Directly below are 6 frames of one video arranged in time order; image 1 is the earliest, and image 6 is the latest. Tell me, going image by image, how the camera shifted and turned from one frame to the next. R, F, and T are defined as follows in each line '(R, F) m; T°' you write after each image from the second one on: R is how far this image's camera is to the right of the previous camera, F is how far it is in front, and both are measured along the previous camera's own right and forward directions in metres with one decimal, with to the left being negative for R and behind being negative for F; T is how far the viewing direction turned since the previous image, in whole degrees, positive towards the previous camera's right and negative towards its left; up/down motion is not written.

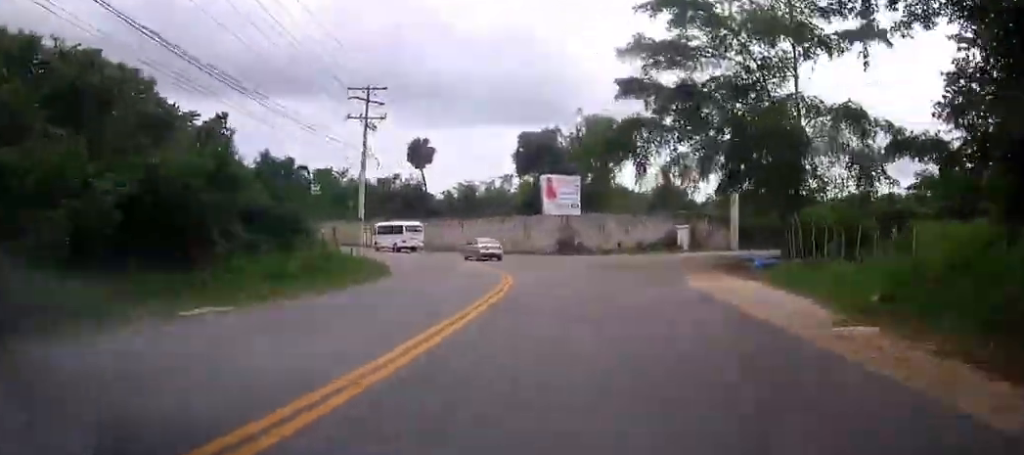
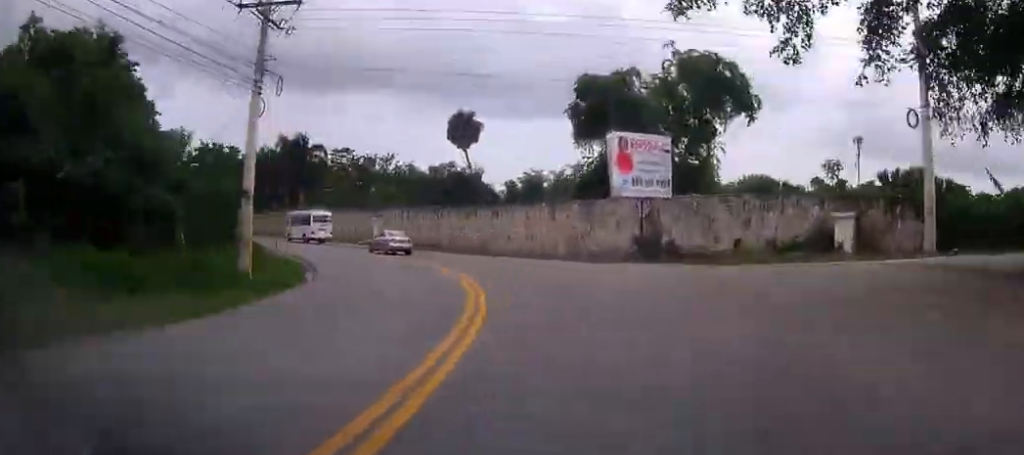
(+1.4, +34.6) m; -1°
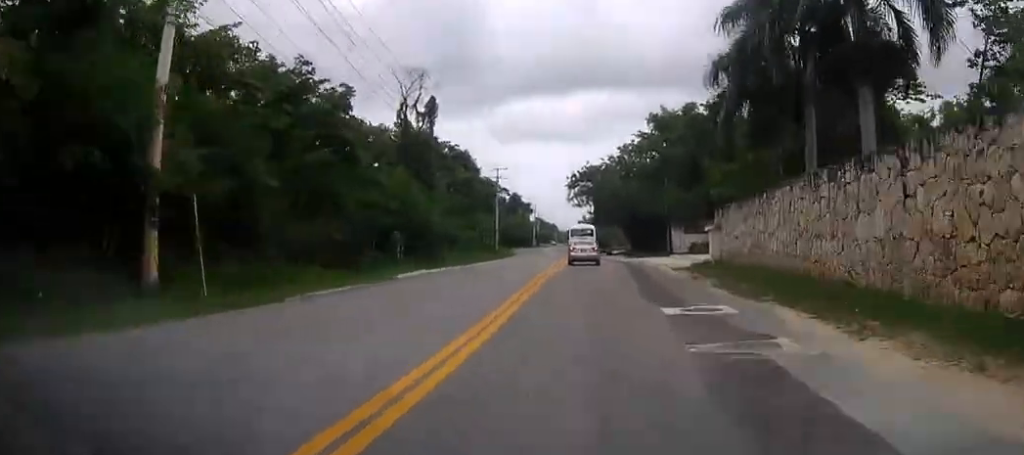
(-23.0, +80.2) m; -35°
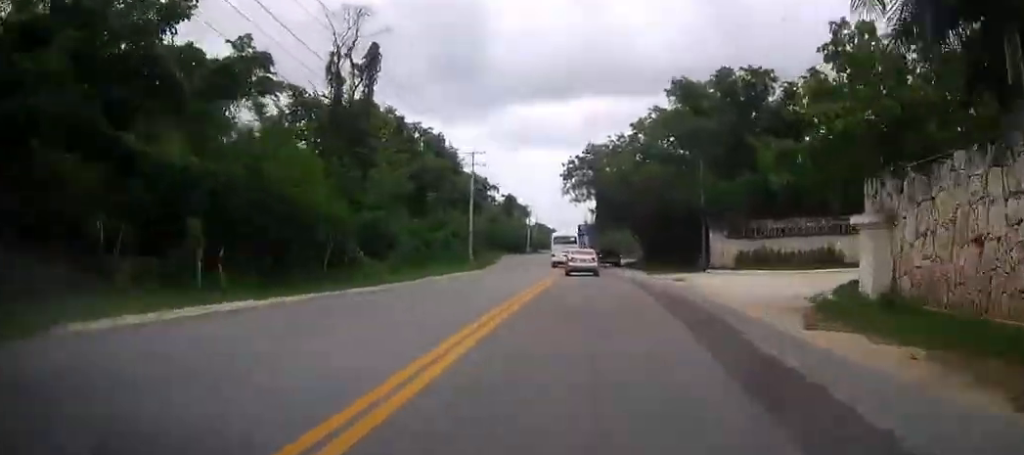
(-1.7, +20.5) m; -5°
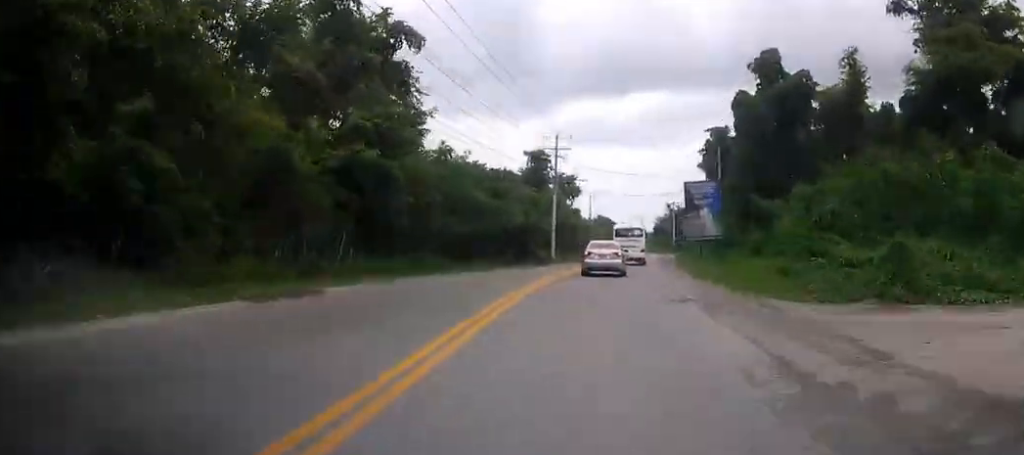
(-6.3, +92.6) m; -5°
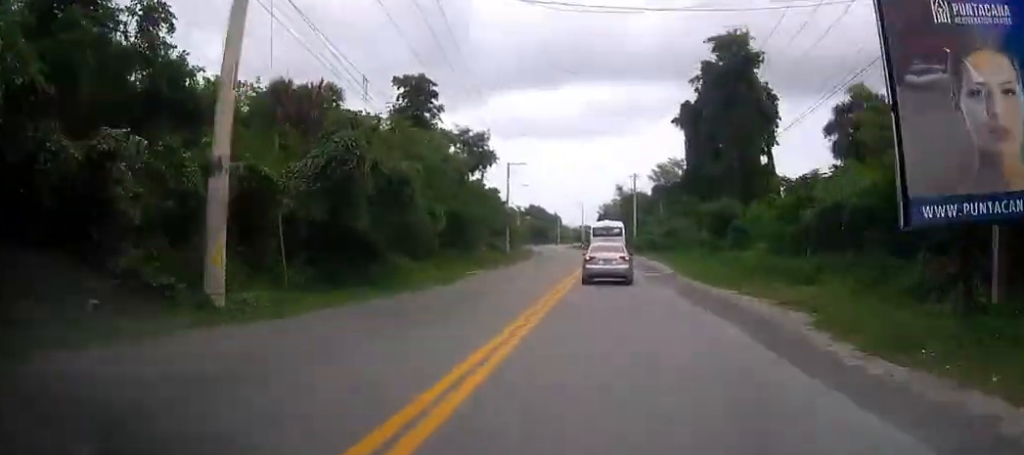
(+1.1, +46.6) m; +3°
